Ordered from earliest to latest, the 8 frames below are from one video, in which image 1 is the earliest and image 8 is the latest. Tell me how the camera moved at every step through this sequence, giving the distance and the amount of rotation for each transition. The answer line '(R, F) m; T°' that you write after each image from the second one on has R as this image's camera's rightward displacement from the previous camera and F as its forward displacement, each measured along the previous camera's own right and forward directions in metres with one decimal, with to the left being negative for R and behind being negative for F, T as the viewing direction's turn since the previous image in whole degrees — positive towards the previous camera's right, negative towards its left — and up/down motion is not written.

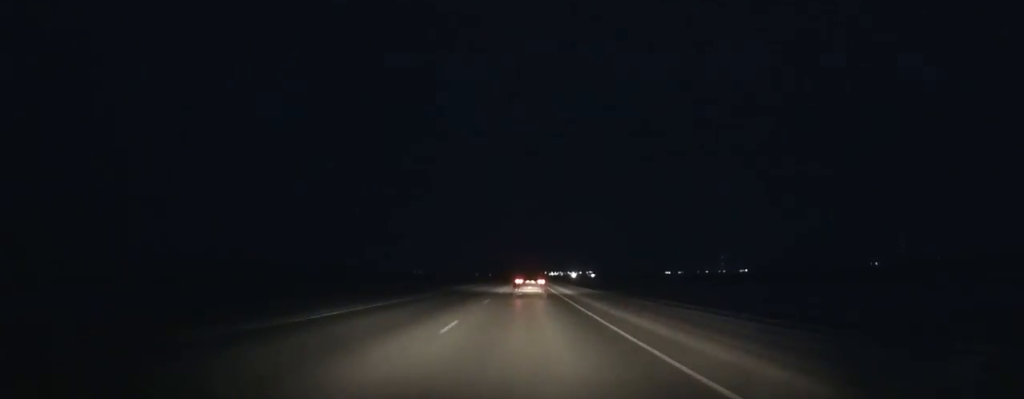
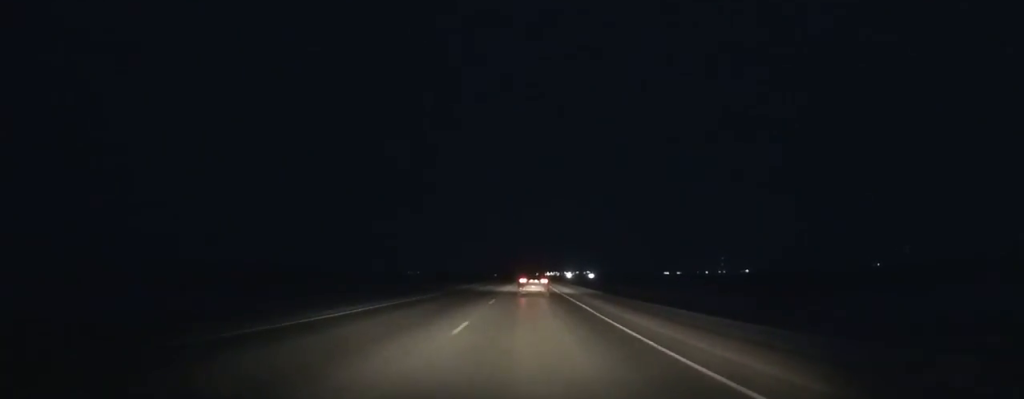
(+0.5, +72.2) m; +1°
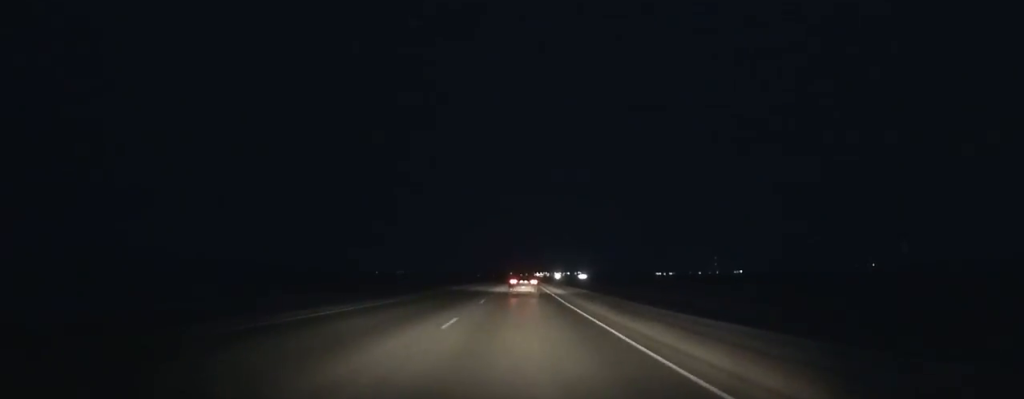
(+0.4, +59.2) m; 0°
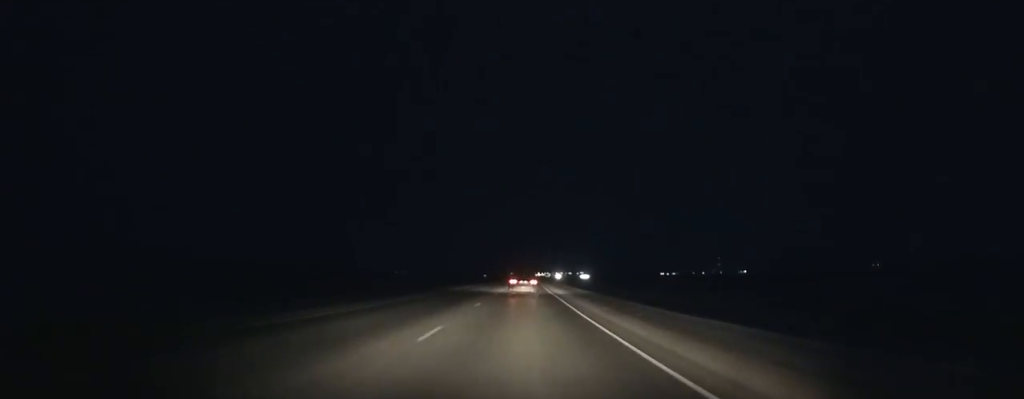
(-0.1, +37.4) m; 0°
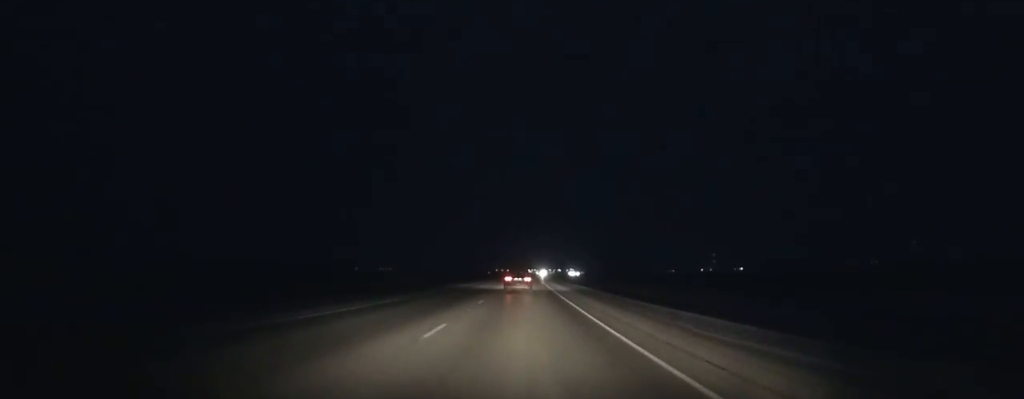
(+2.0, +119.2) m; +2°
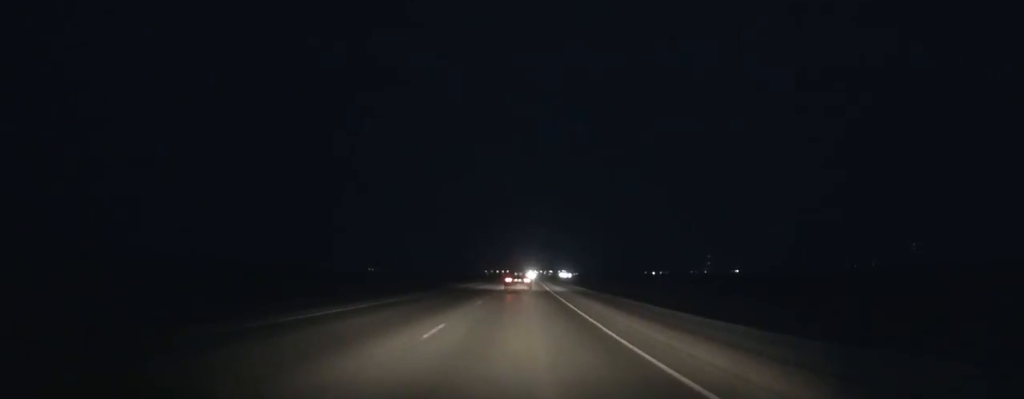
(+0.4, +59.7) m; +1°
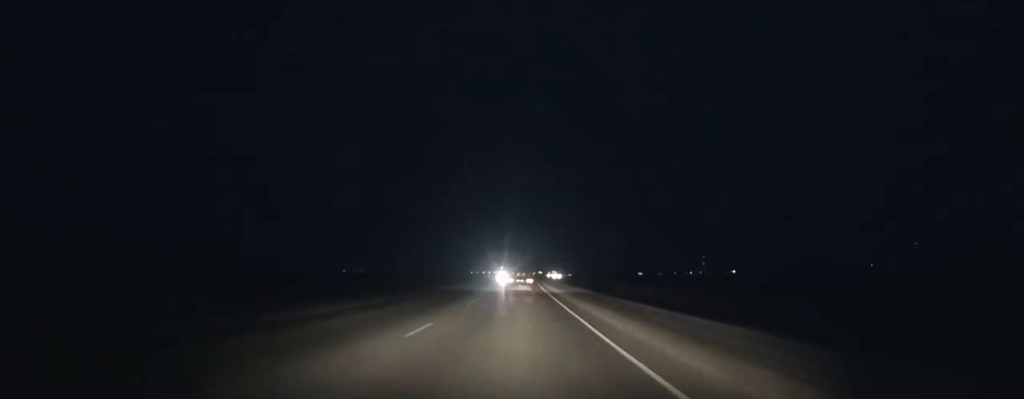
(+0.5, +94.3) m; +1°
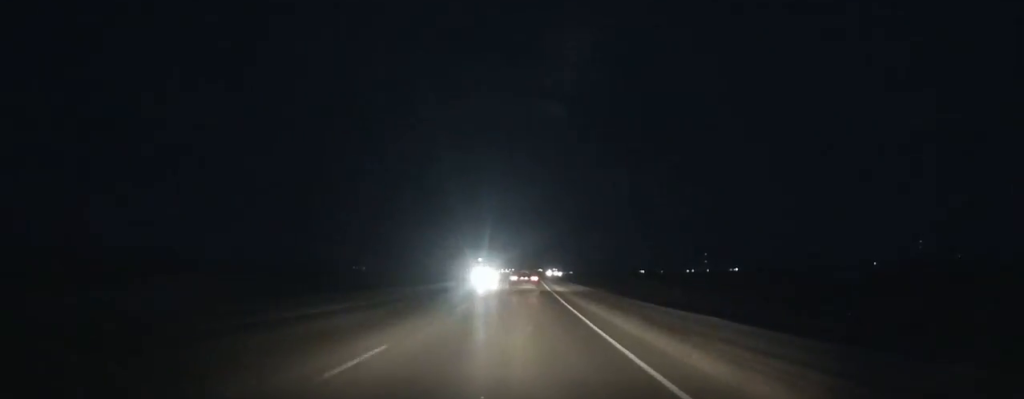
(+0.1, +27.8) m; 0°
